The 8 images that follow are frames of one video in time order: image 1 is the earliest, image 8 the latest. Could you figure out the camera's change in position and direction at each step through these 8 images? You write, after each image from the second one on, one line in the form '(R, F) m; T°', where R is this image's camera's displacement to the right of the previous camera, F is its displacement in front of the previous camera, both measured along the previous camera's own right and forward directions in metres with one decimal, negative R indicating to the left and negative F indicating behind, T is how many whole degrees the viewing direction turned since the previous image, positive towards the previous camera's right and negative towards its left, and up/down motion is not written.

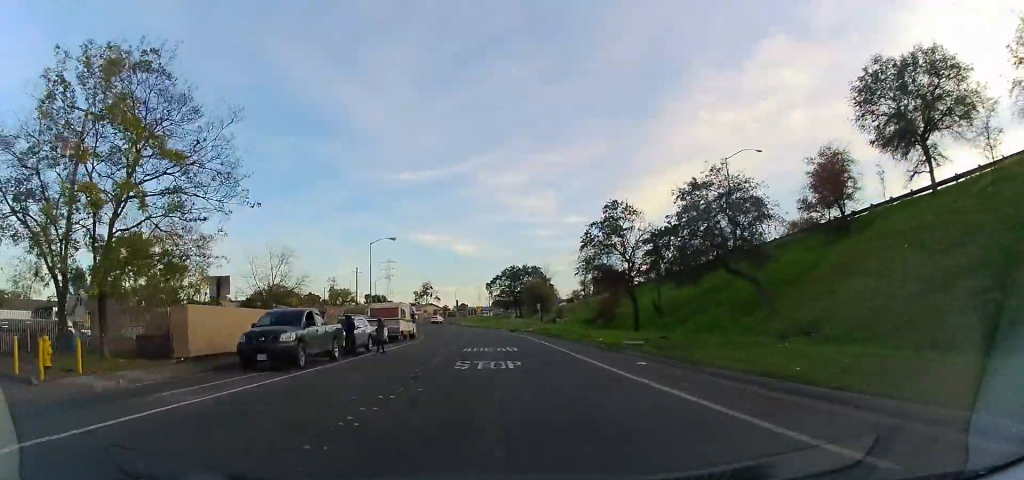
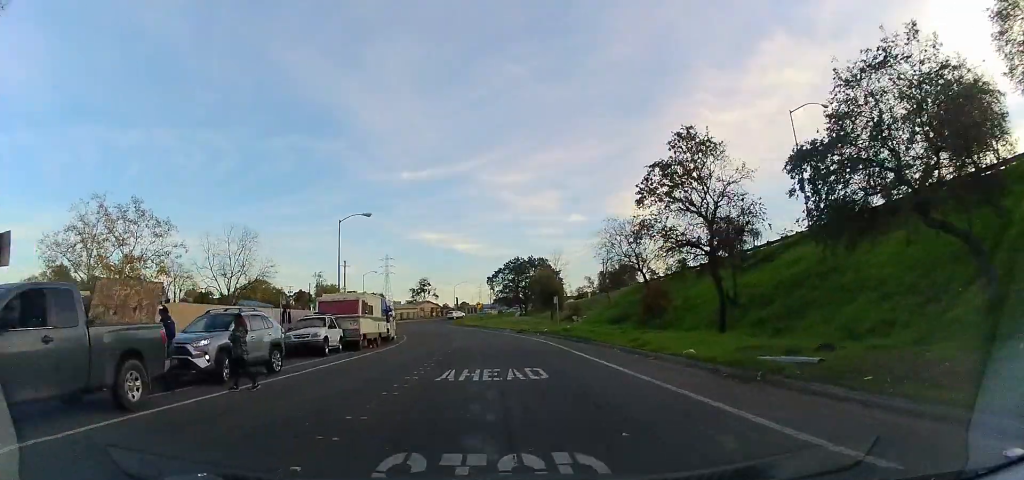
(-0.5, +12.5) m; -2°
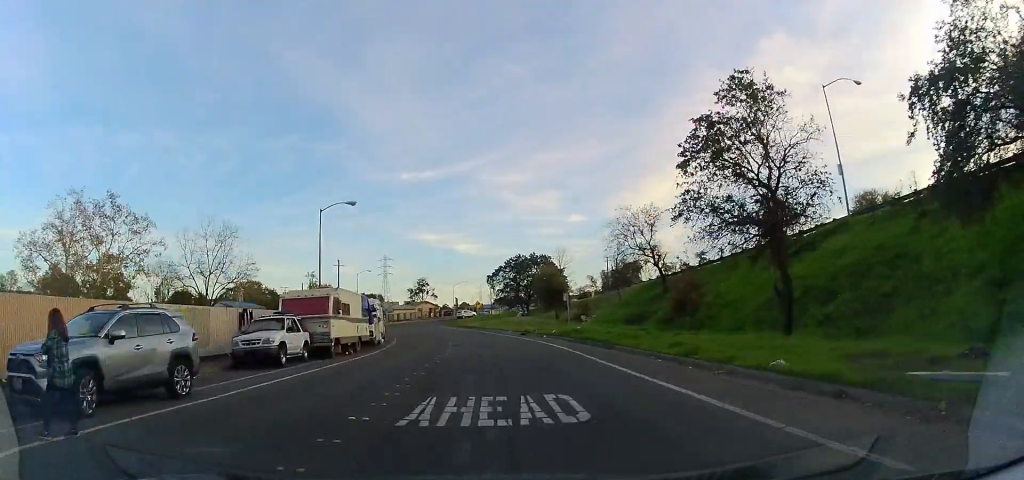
(+0.1, +5.0) m; 0°
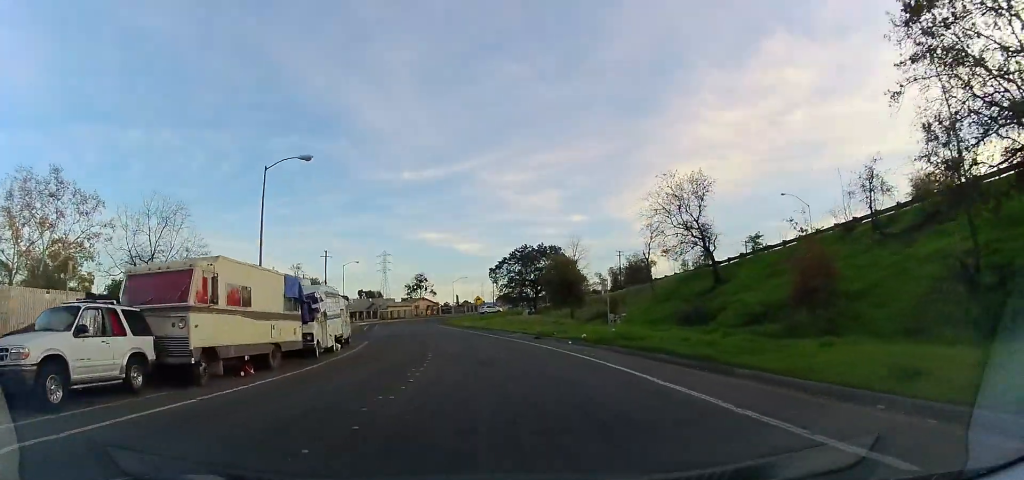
(+0.2, +10.8) m; +1°
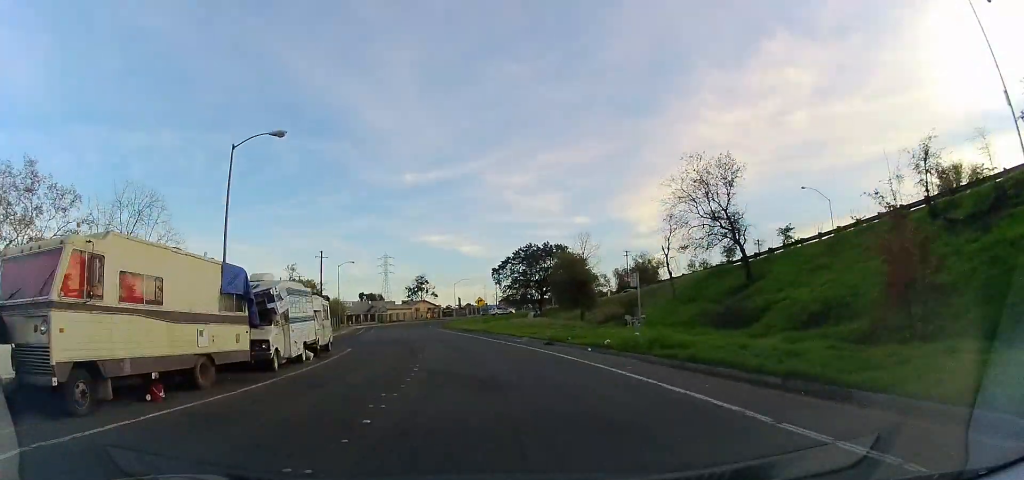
(-0.1, +4.4) m; 0°
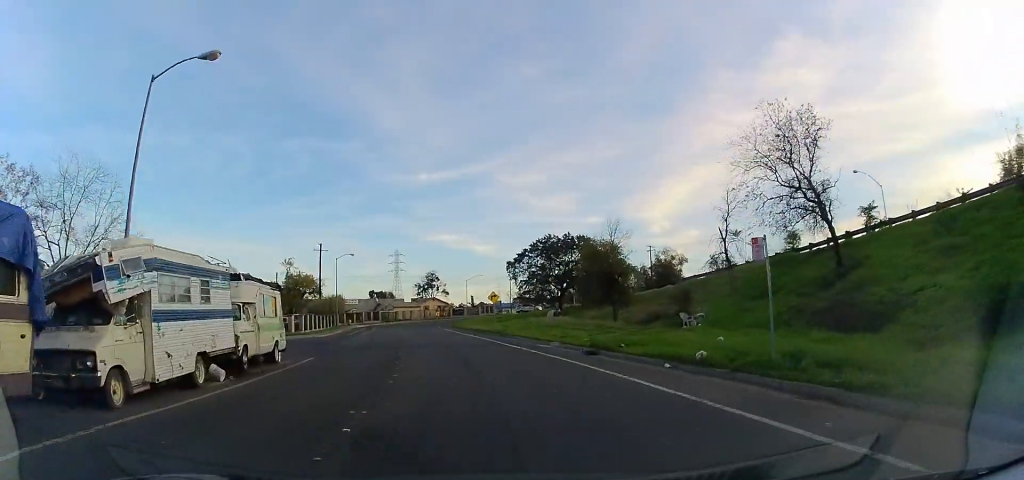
(+0.1, +8.2) m; -1°
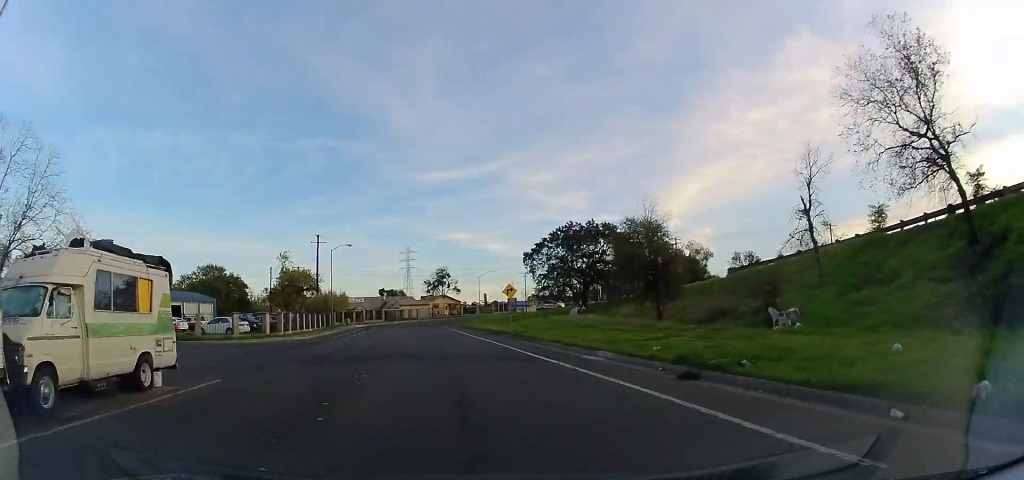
(-0.2, +8.3) m; -2°
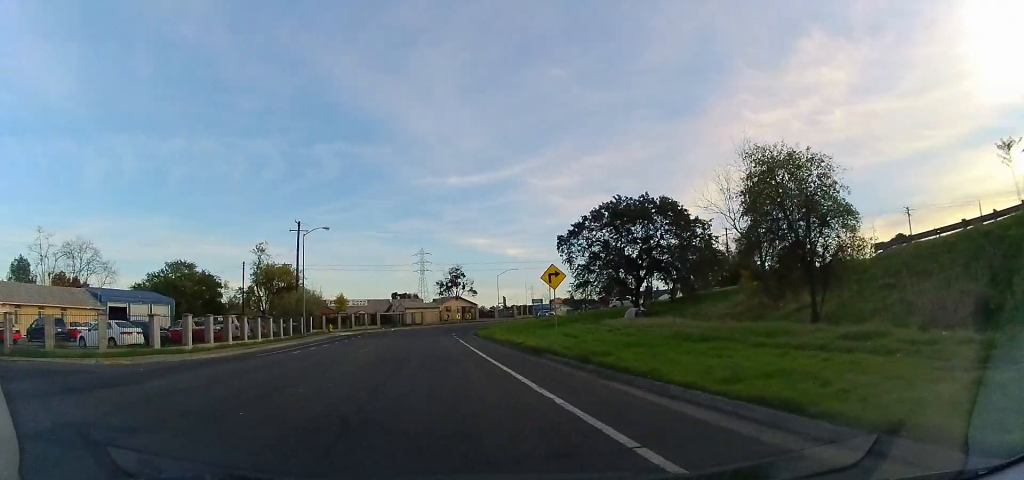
(-0.5, +17.5) m; -5°
